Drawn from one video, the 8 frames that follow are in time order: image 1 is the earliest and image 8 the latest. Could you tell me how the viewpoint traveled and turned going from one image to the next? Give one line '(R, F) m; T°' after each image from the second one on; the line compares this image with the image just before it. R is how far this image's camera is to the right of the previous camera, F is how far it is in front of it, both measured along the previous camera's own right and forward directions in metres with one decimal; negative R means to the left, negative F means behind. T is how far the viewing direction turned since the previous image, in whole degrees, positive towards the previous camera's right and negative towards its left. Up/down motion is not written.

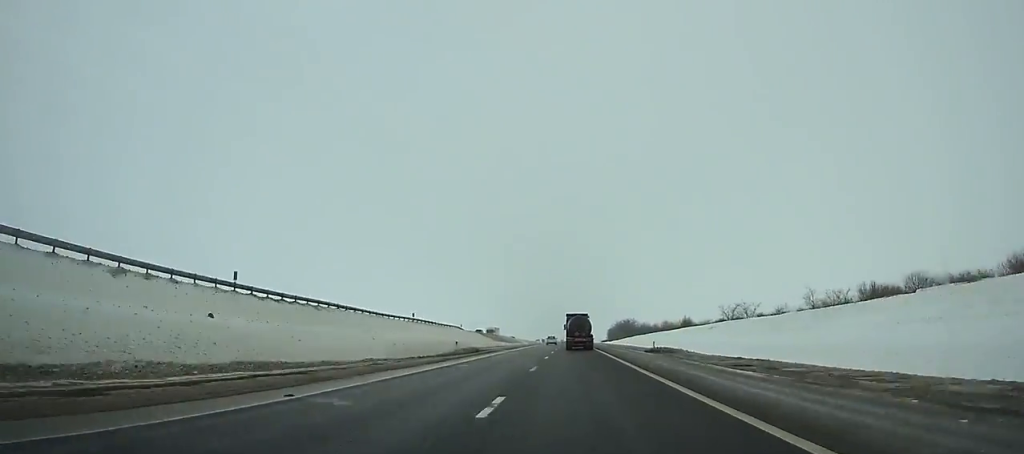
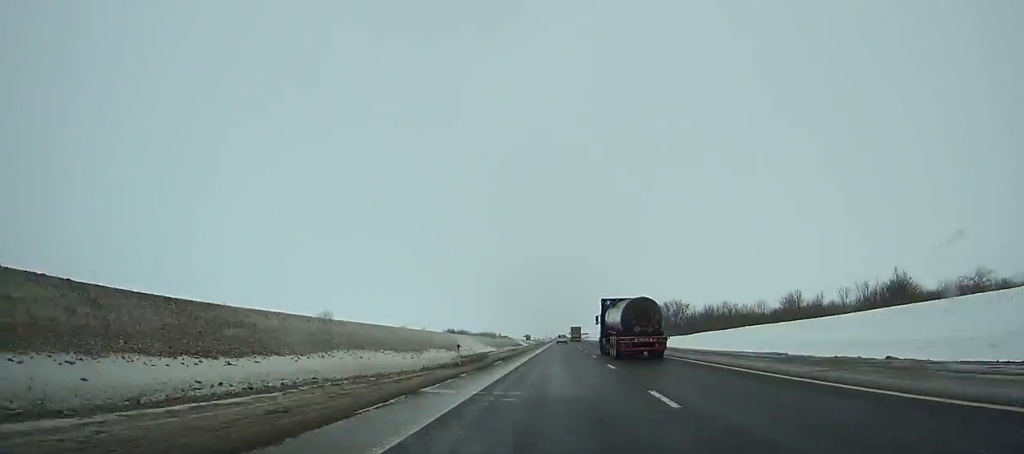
(-0.1, +119.7) m; 0°
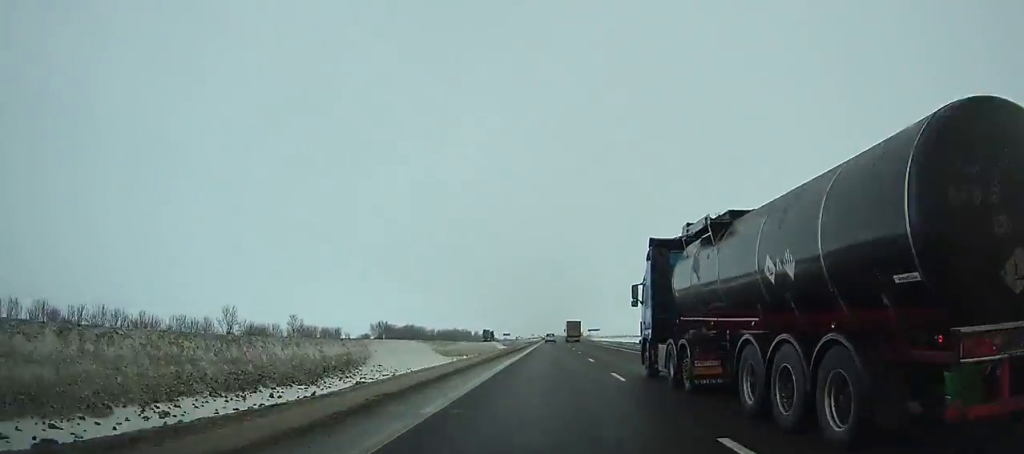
(+1.0, +126.2) m; +1°
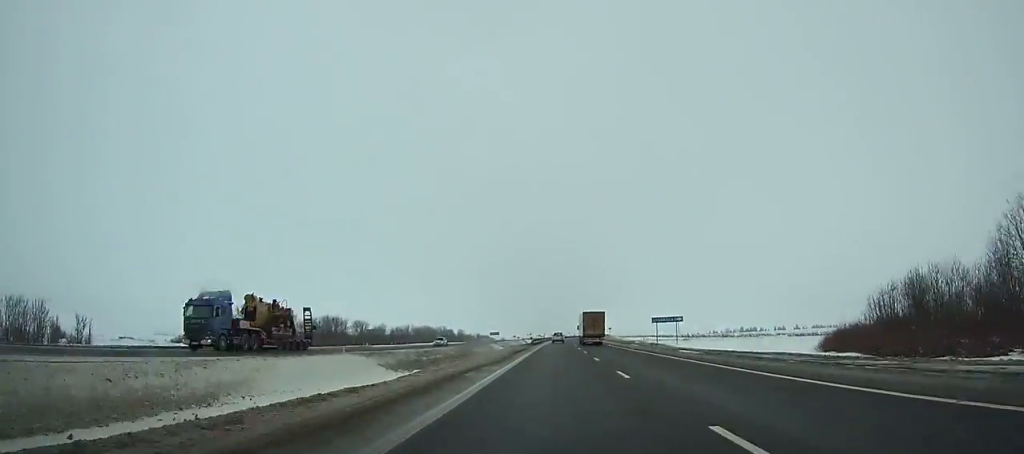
(+0.3, +105.9) m; +1°
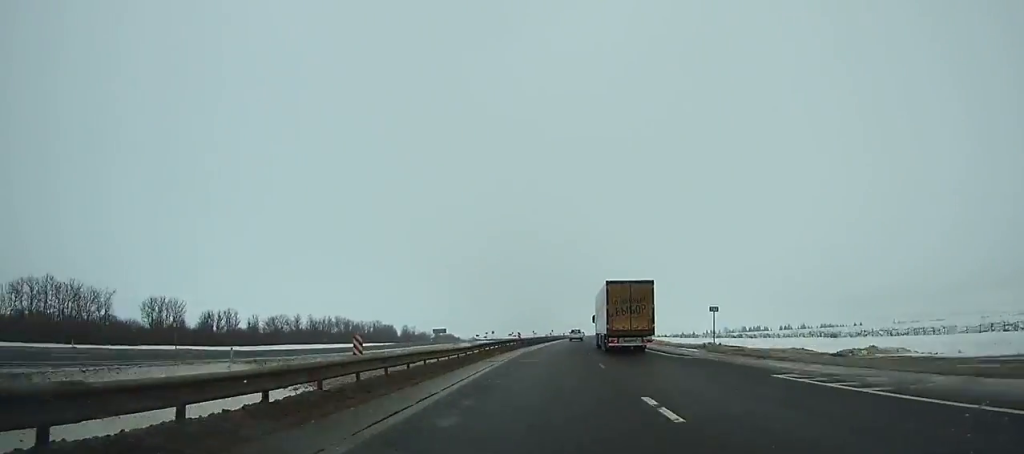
(+1.5, +104.0) m; +2°
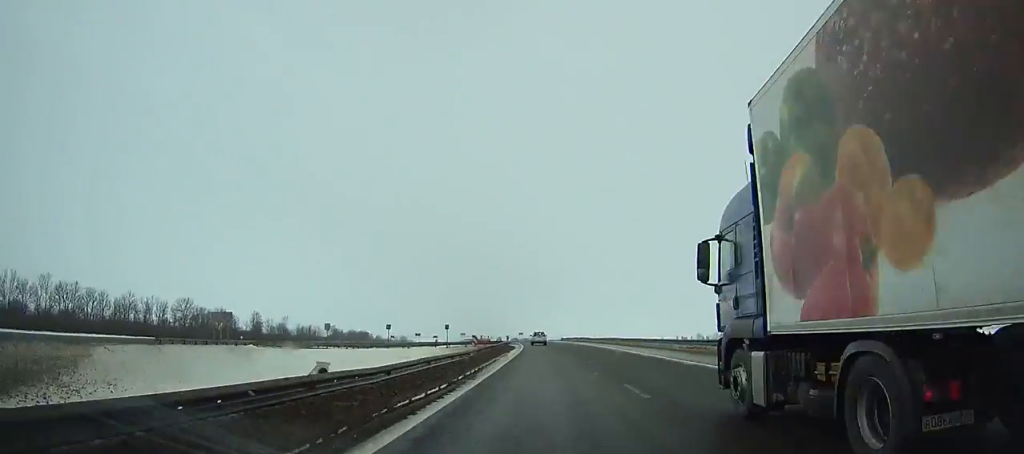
(+3.6, +116.7) m; +1°
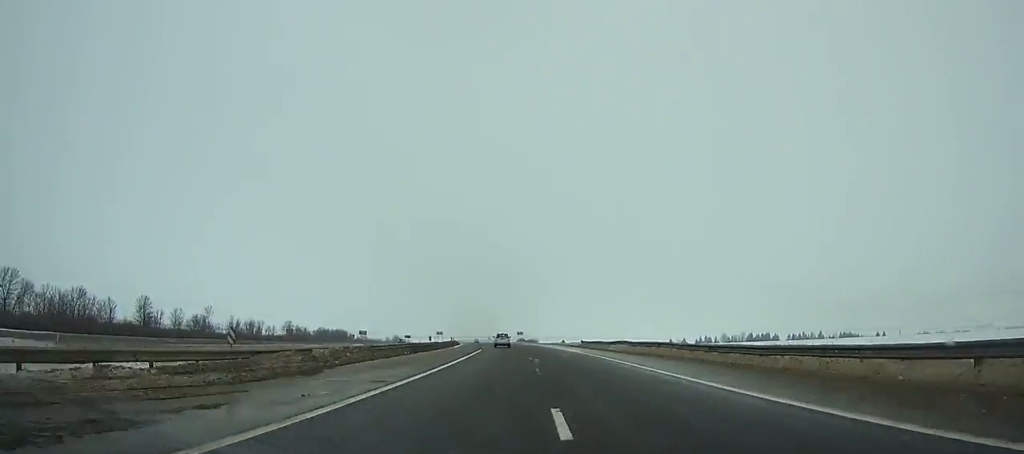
(+0.5, +63.1) m; -2°
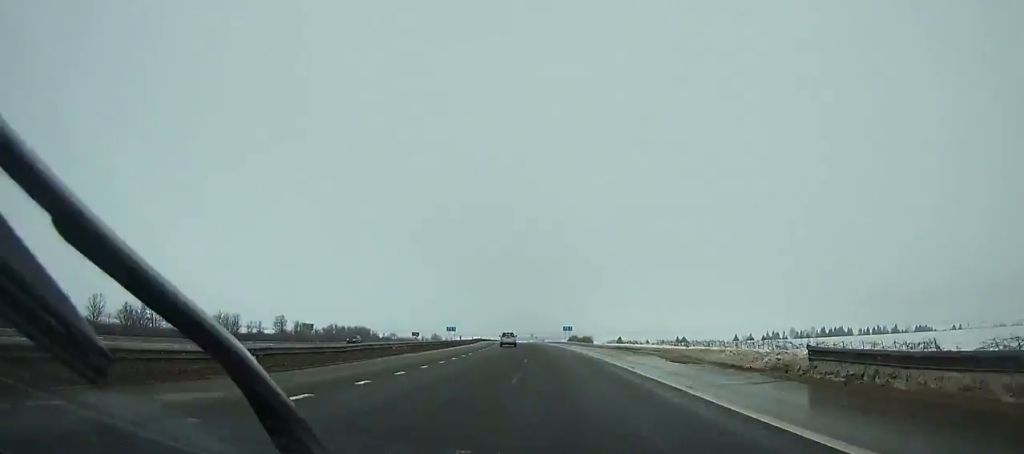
(-1.6, +50.2) m; -3°
